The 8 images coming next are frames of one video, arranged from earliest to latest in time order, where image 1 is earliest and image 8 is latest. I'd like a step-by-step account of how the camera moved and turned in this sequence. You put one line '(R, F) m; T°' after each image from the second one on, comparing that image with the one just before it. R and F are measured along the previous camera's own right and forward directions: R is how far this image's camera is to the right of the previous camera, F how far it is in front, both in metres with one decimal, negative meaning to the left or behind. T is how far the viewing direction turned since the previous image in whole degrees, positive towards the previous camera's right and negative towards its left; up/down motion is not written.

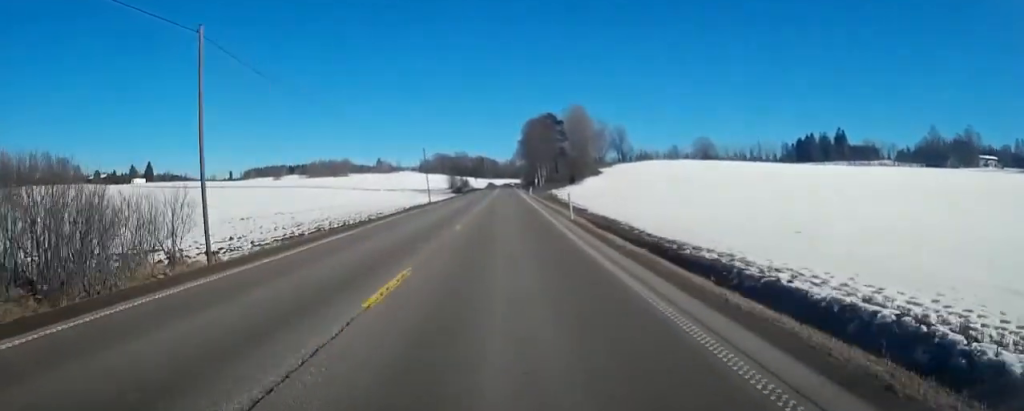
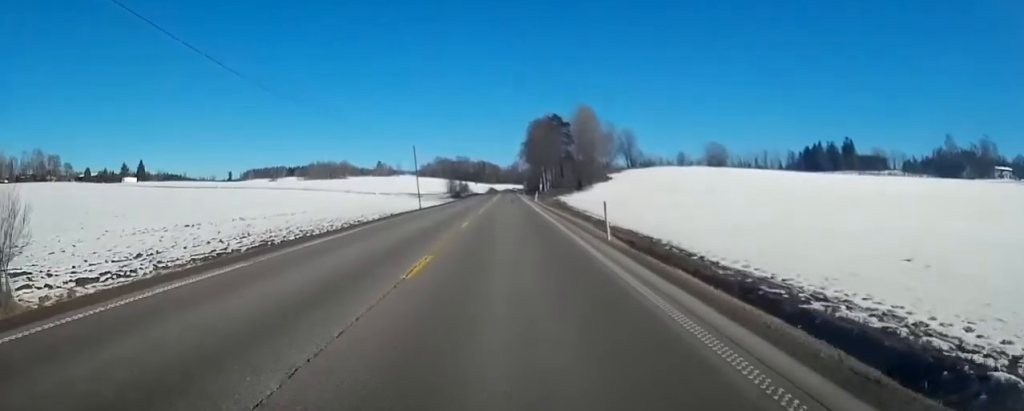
(0.0, +10.0) m; 0°
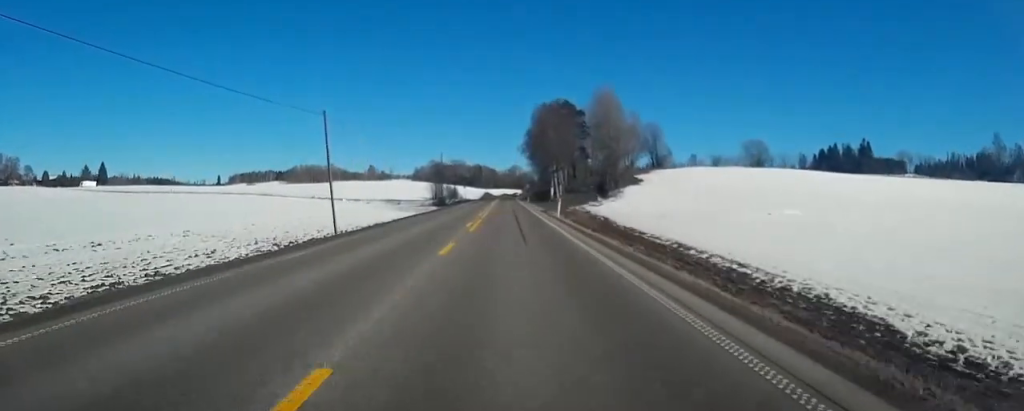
(+0.5, +32.2) m; 0°
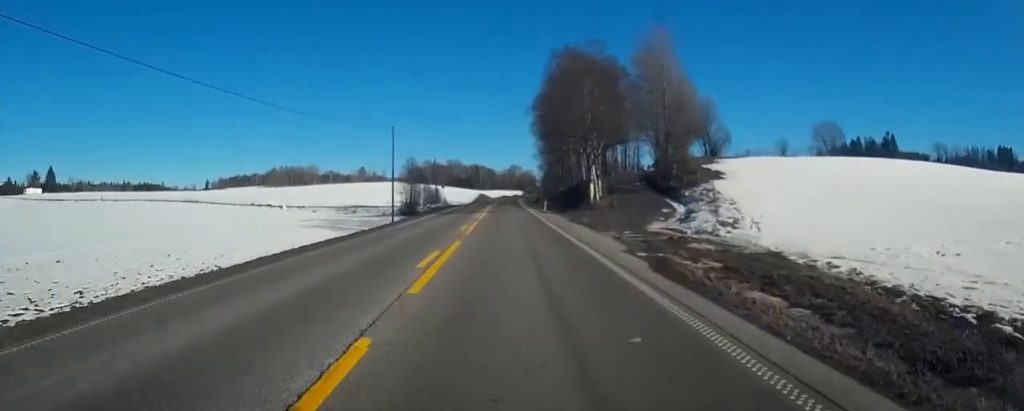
(-0.5, +38.2) m; 0°
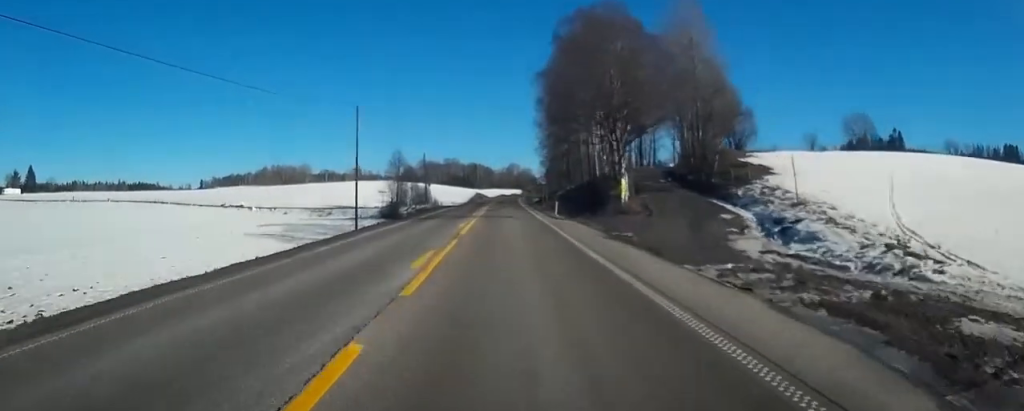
(+0.2, +12.2) m; +1°
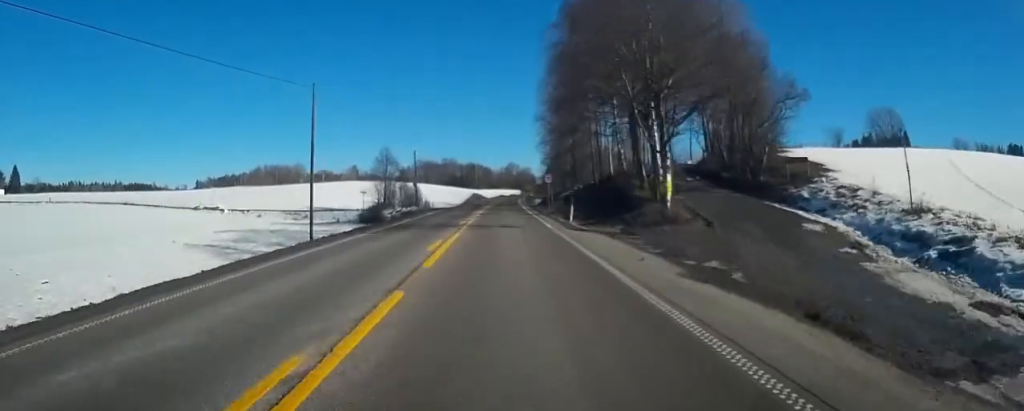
(0.0, +9.2) m; 0°
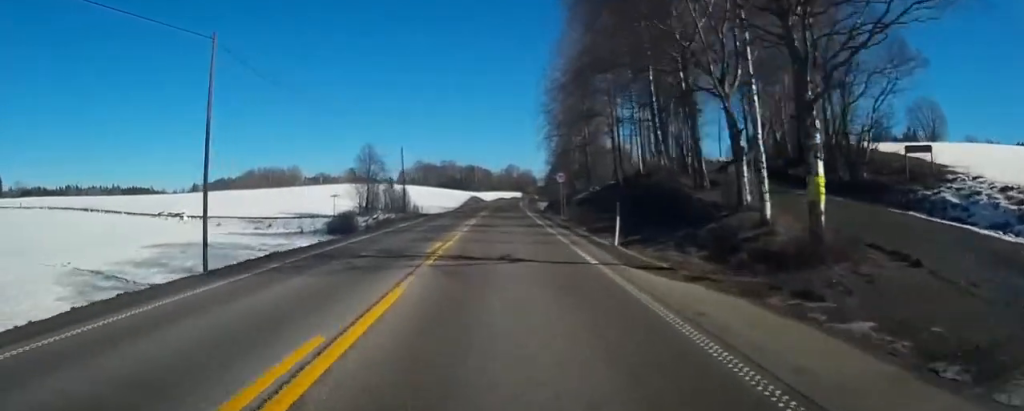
(0.0, +11.4) m; 0°
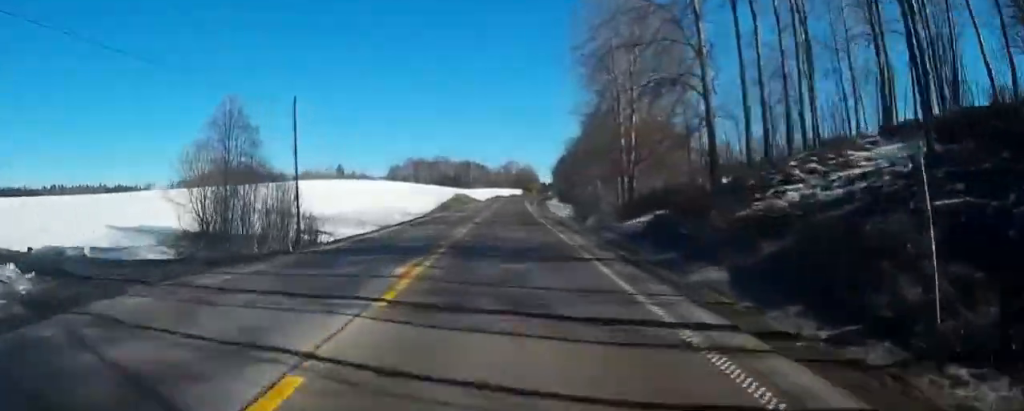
(0.0, +40.5) m; 0°
